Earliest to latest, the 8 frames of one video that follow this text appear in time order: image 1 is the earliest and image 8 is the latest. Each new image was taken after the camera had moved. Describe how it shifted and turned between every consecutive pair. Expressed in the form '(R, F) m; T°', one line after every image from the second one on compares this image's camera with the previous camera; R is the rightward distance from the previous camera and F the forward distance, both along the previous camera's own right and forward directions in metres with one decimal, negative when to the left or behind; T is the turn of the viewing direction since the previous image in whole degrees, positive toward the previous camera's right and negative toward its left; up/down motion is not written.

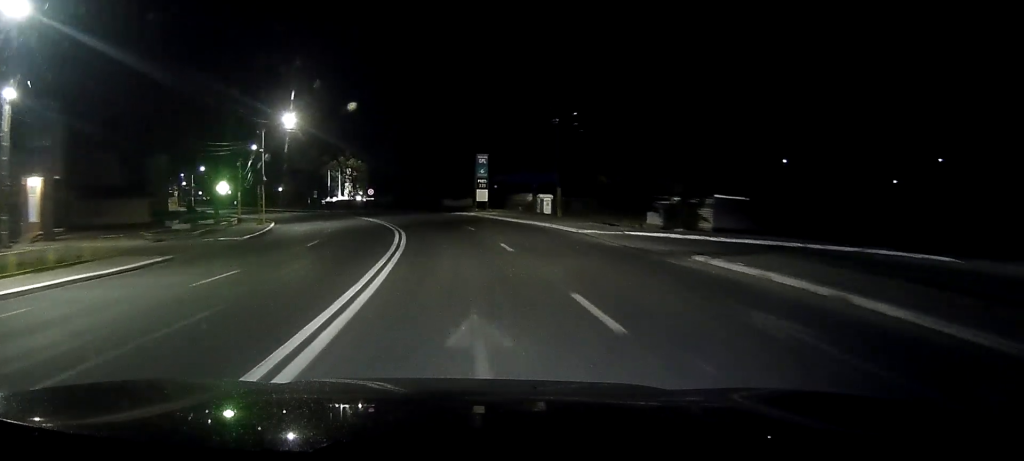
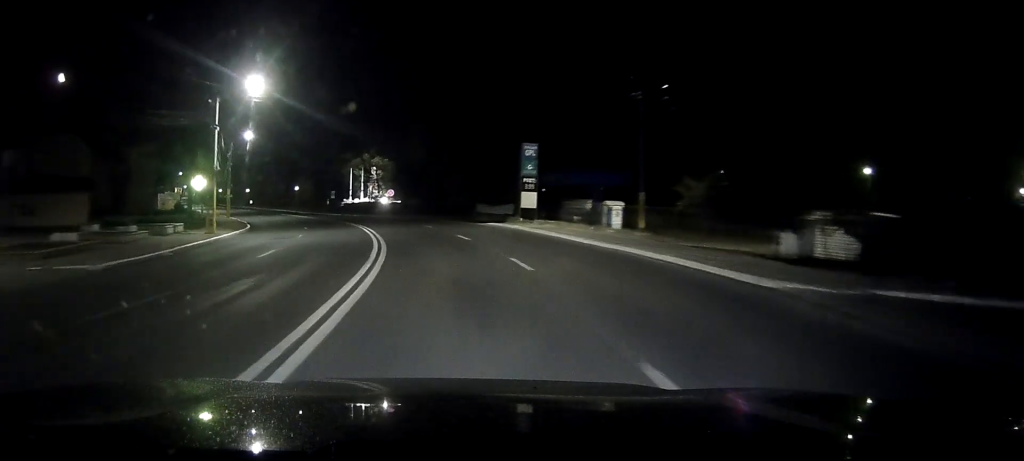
(-0.2, +16.7) m; -1°
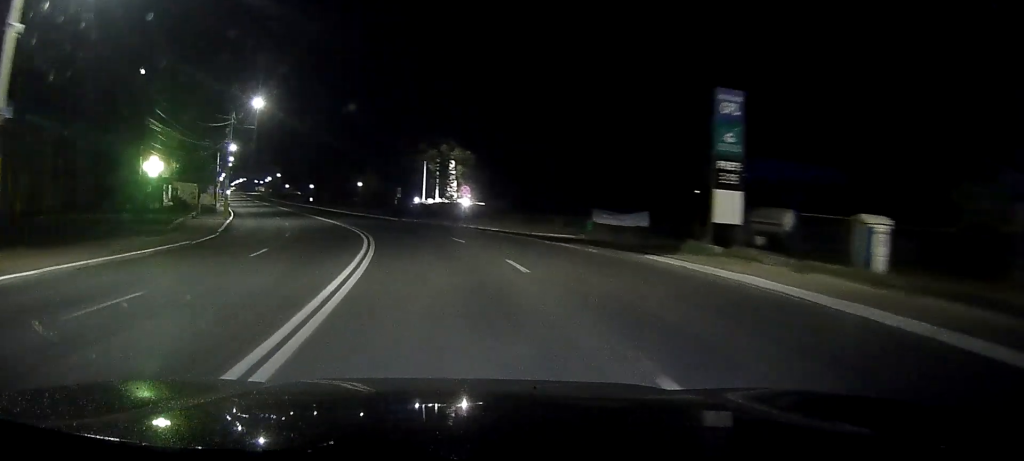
(-0.9, +23.8) m; -7°
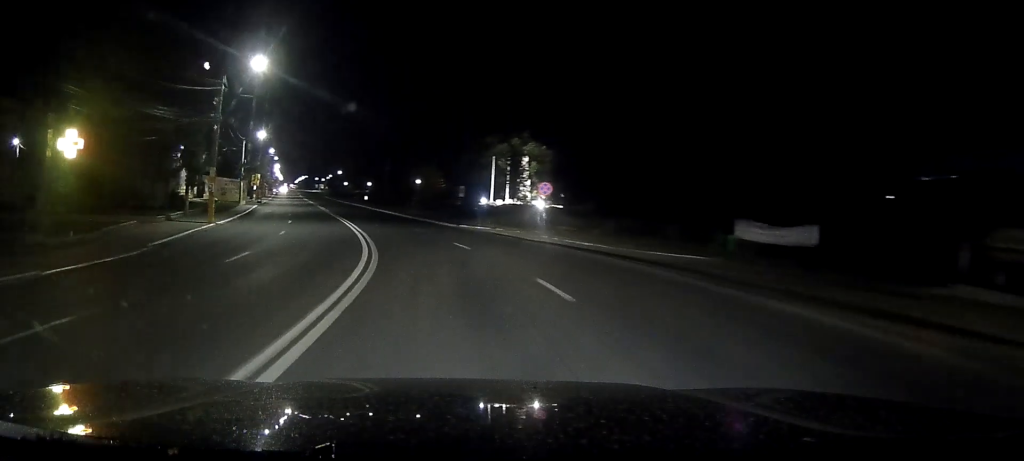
(-1.0, +15.2) m; -7°
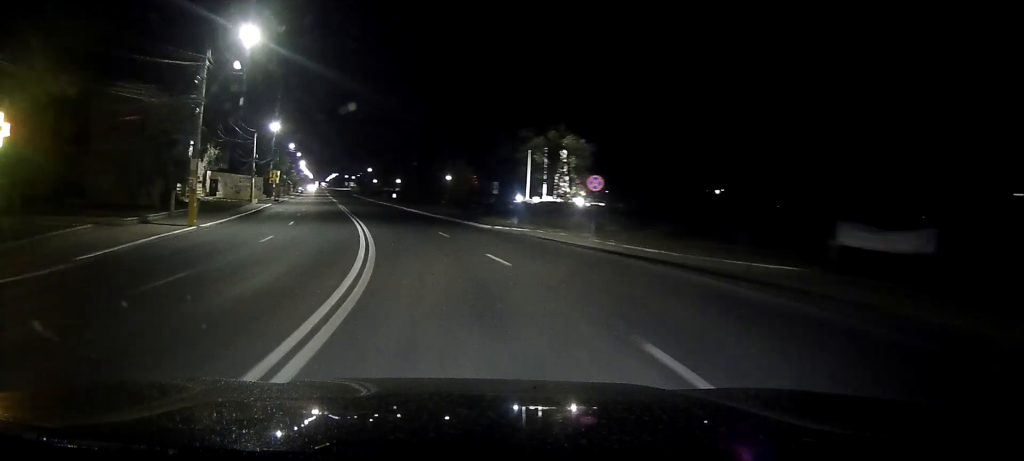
(-0.1, +6.8) m; -3°
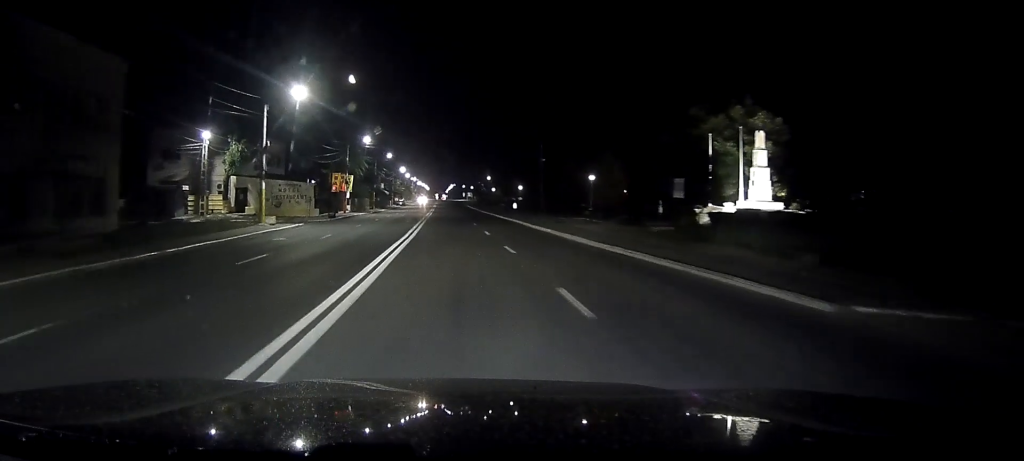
(-2.5, +30.2) m; -8°
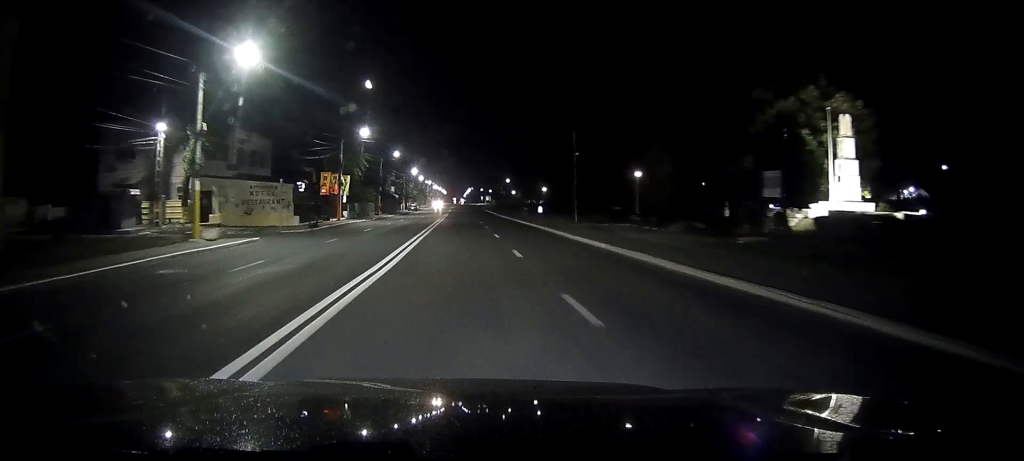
(-0.4, +12.7) m; -1°
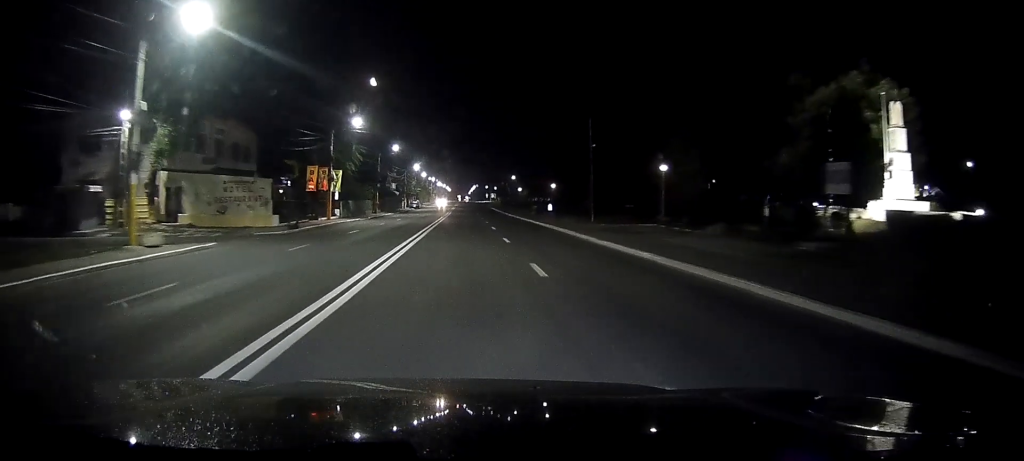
(0.0, +6.3) m; 0°
